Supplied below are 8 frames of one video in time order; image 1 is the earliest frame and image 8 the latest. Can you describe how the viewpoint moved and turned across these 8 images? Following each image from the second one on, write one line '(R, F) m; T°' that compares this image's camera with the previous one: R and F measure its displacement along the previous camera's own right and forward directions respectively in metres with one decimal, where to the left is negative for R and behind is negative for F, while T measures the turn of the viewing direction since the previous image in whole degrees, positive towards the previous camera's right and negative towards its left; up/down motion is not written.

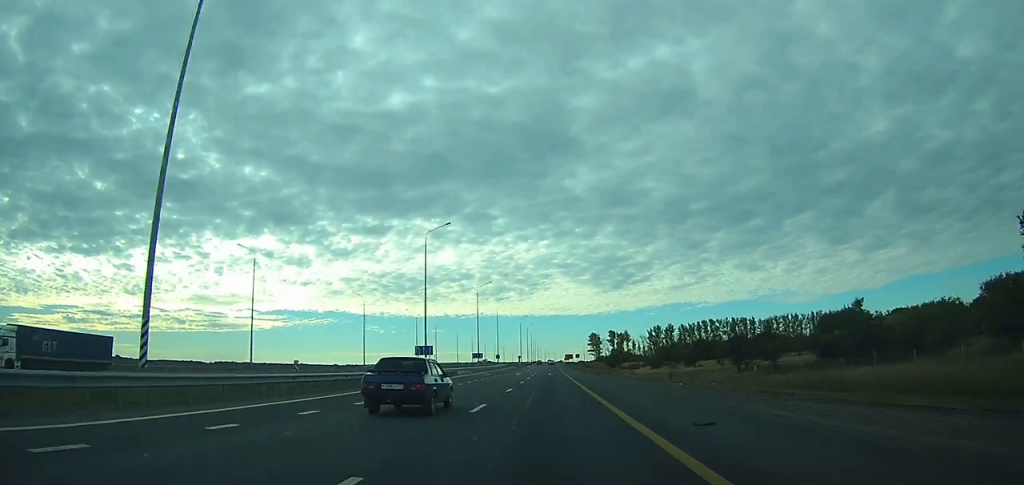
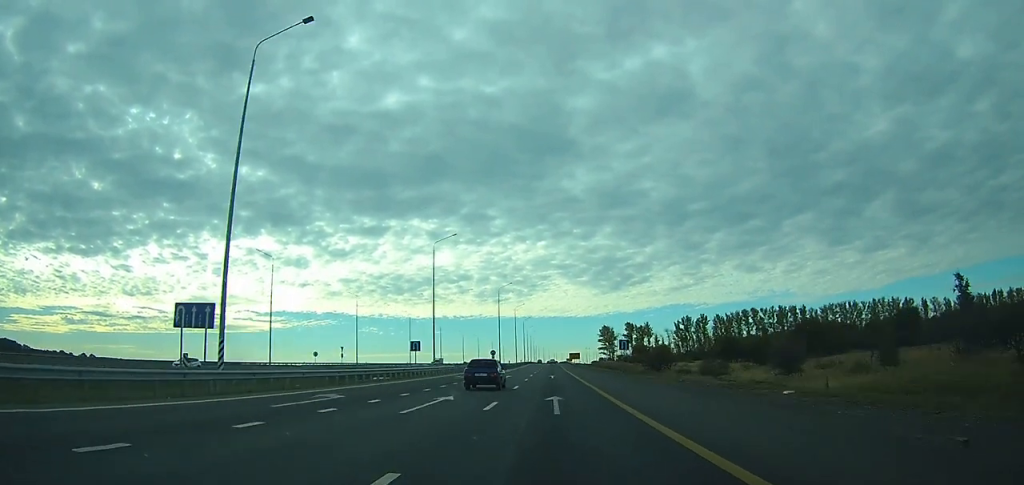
(+0.3, +85.2) m; 0°
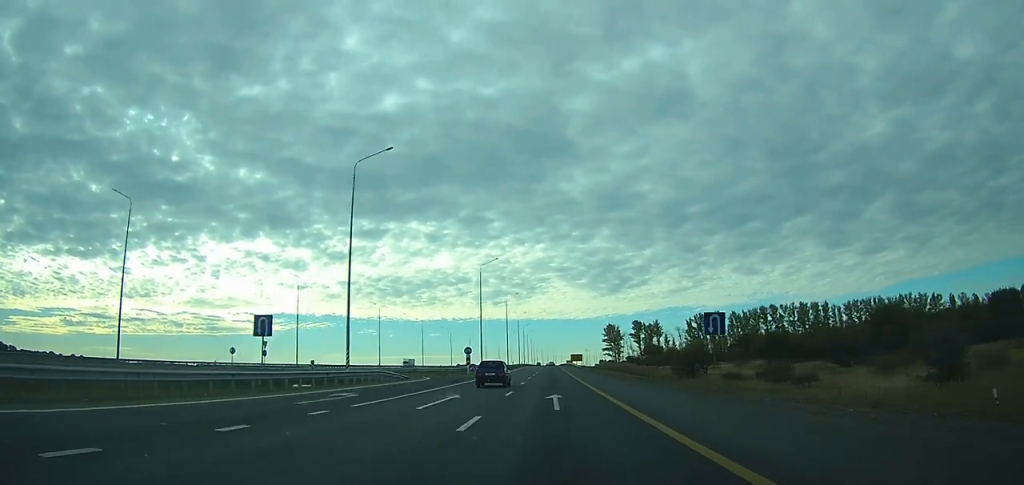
(0.0, +28.3) m; 0°
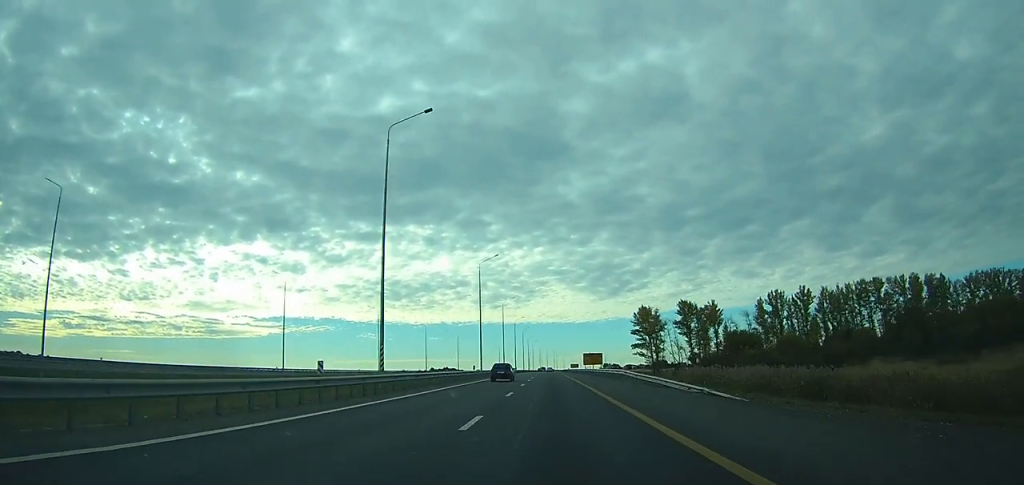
(+0.2, +91.6) m; 0°
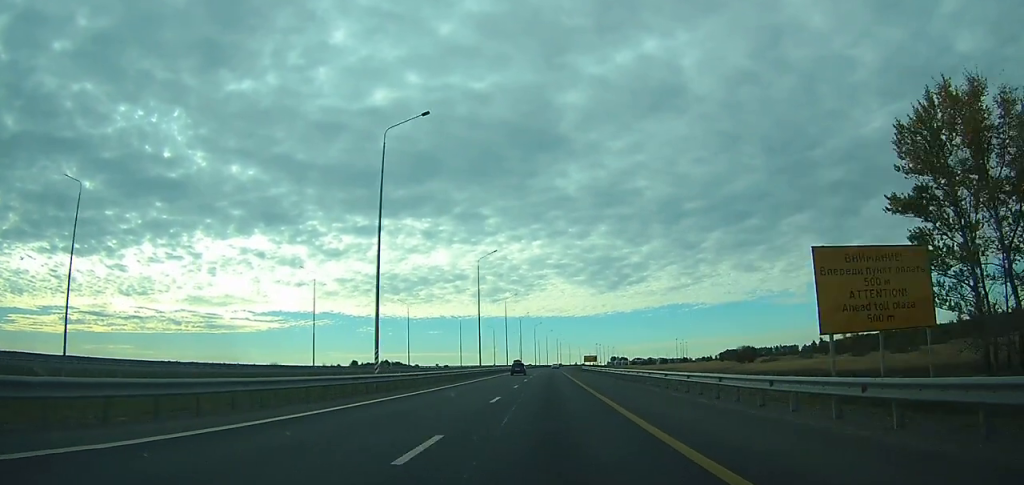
(-0.8, +138.3) m; 0°
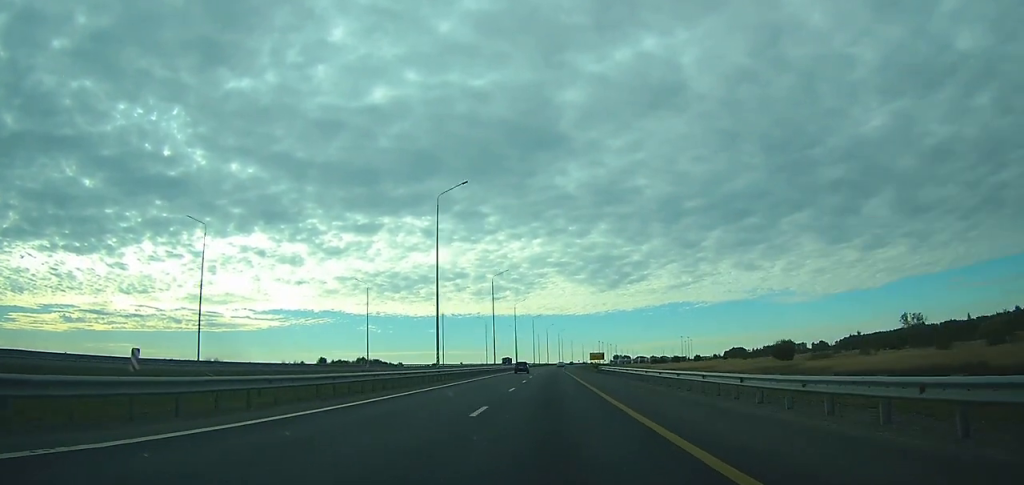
(0.0, +29.2) m; 0°
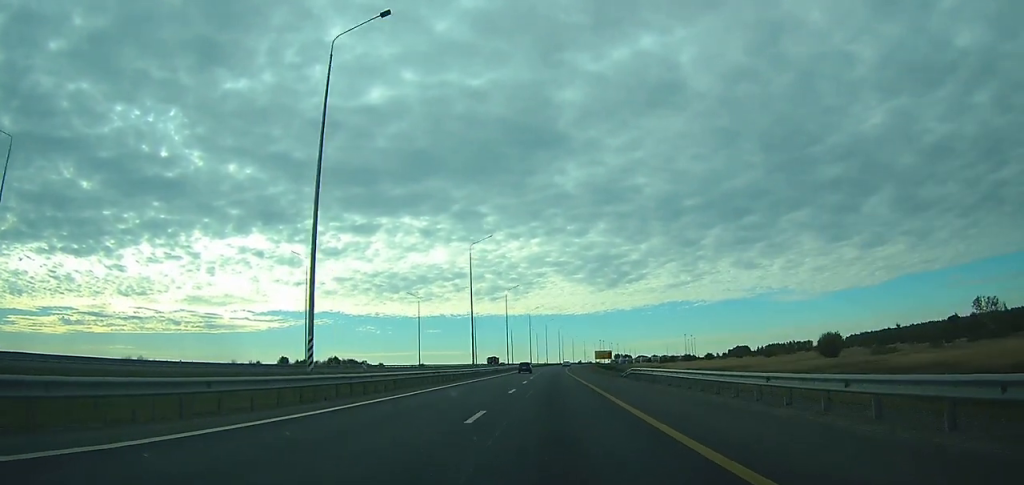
(0.0, +25.2) m; 0°
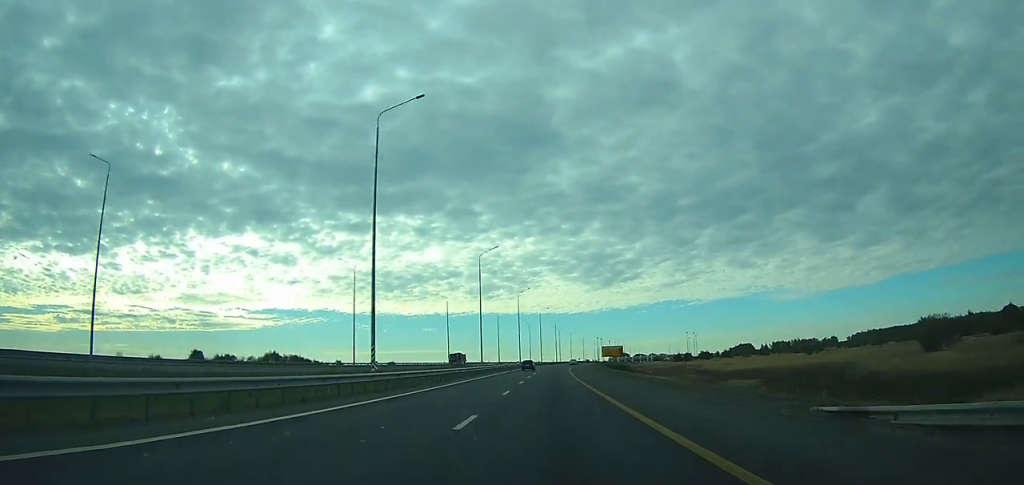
(0.0, +35.5) m; +1°
